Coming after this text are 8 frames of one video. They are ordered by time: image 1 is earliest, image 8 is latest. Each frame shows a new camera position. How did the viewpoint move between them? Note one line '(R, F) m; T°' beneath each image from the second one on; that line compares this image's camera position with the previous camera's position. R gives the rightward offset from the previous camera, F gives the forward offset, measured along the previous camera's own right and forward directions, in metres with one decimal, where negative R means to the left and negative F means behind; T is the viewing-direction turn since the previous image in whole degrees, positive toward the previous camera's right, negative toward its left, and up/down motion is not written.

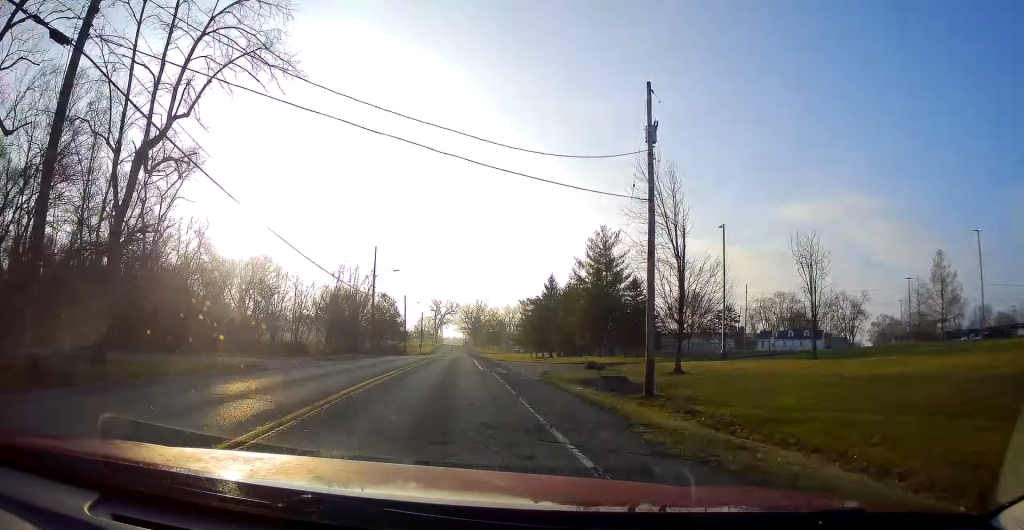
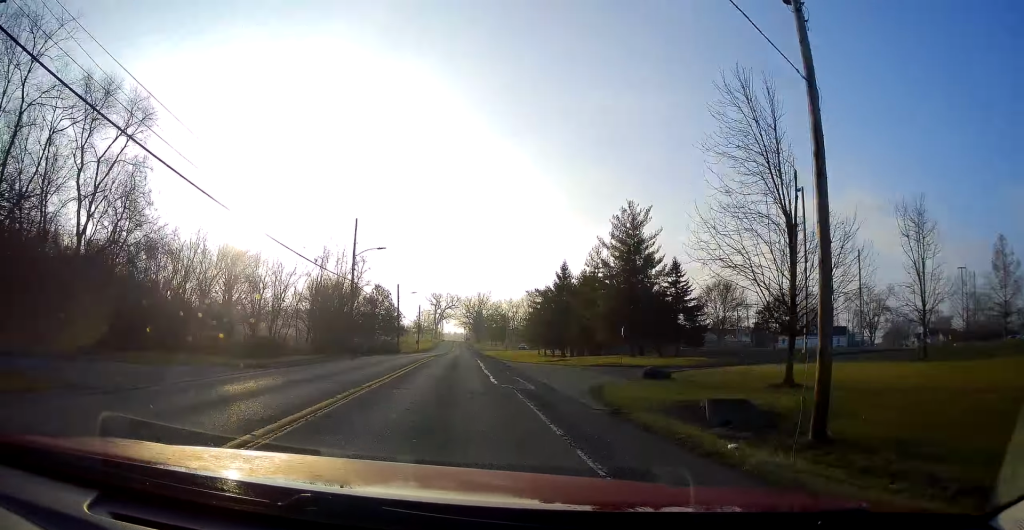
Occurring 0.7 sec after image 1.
(-0.2, +10.9) m; 0°
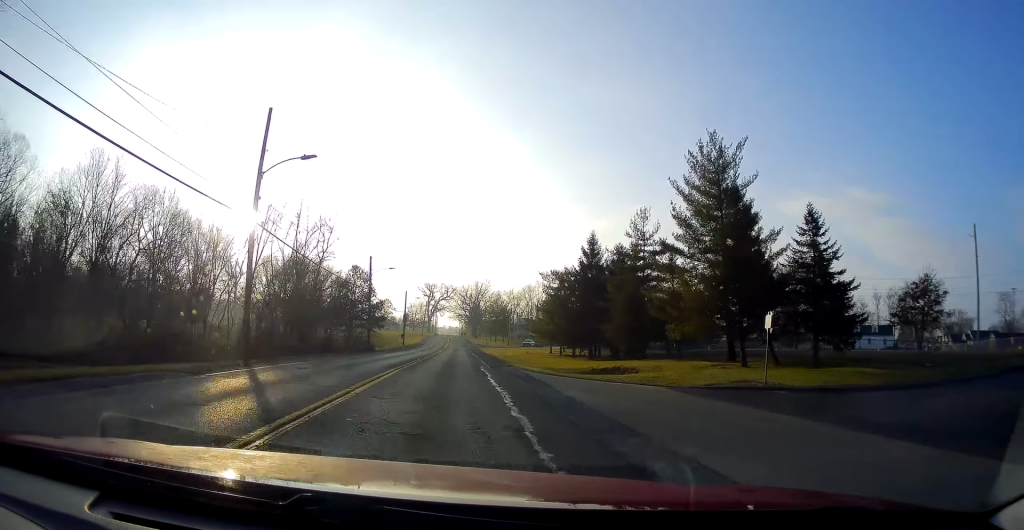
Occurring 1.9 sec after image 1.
(+0.2, +20.7) m; 0°
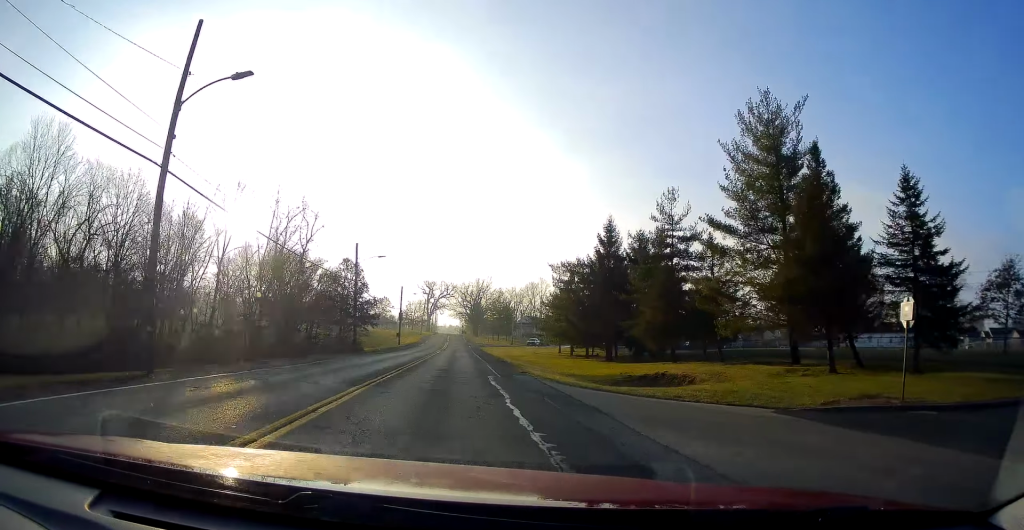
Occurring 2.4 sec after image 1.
(-0.1, +7.6) m; -1°
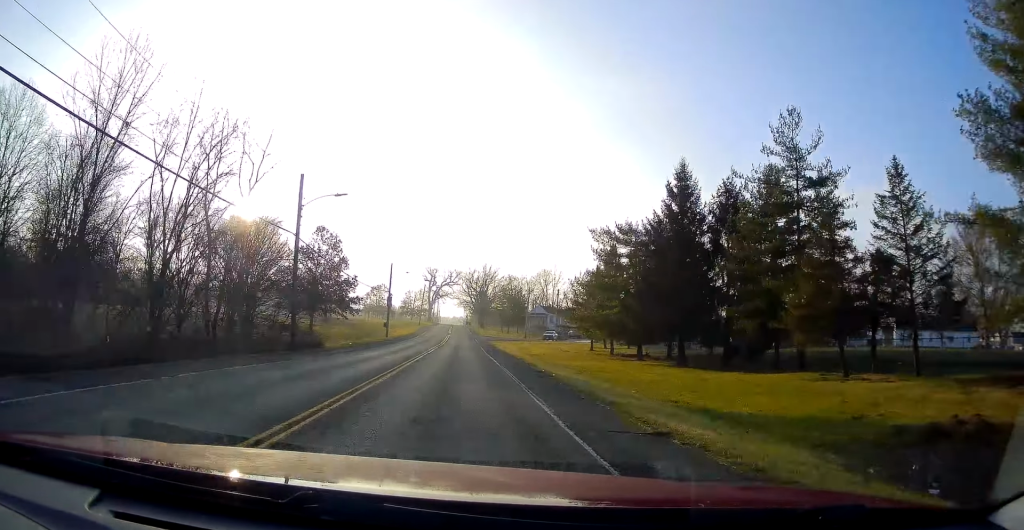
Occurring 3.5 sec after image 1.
(-0.5, +18.5) m; -1°
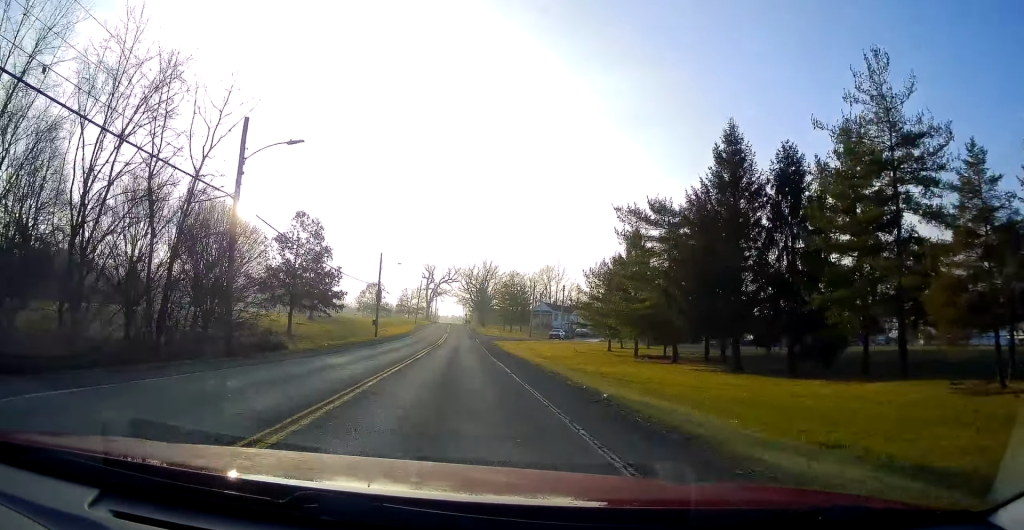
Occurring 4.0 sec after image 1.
(-0.3, +8.2) m; +1°
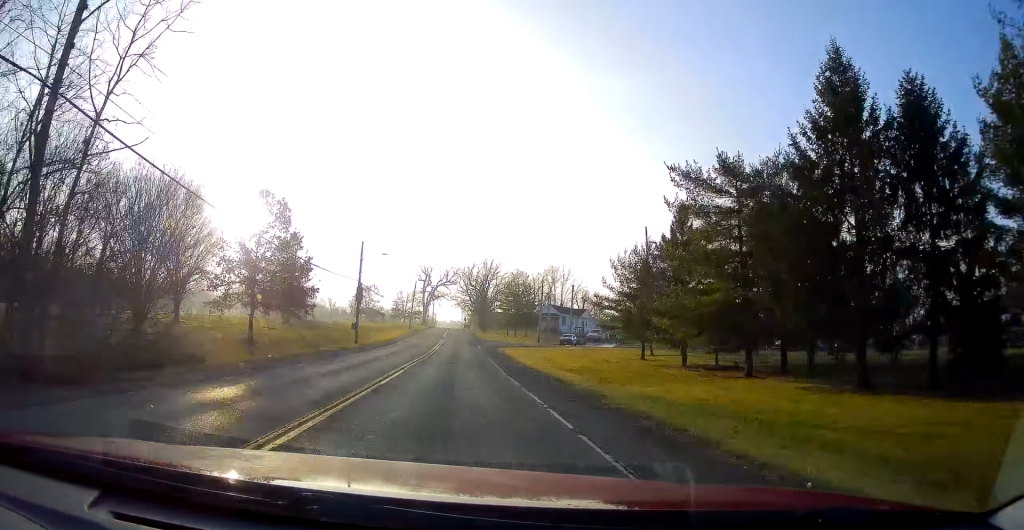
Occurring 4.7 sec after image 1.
(+0.5, +11.0) m; +2°
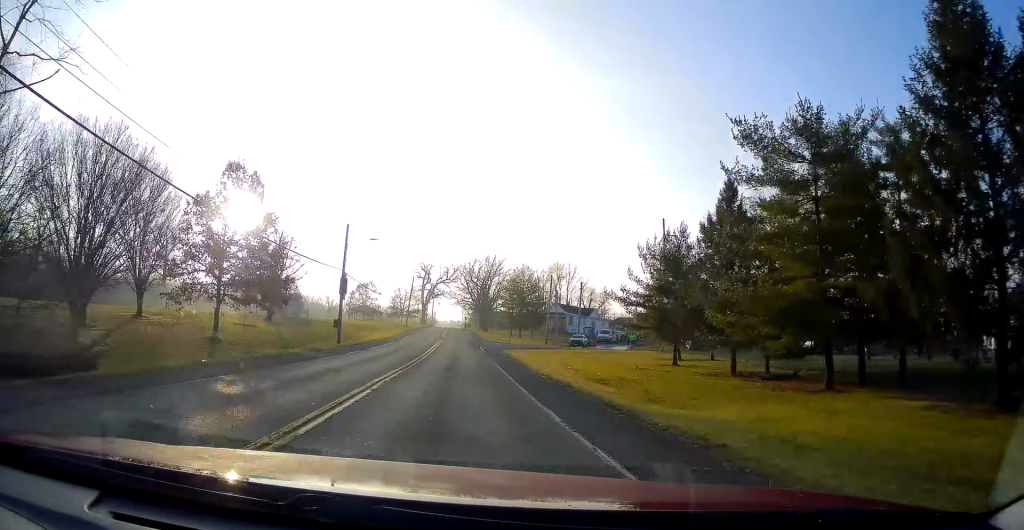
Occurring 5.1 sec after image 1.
(+0.1, +7.2) m; +1°
